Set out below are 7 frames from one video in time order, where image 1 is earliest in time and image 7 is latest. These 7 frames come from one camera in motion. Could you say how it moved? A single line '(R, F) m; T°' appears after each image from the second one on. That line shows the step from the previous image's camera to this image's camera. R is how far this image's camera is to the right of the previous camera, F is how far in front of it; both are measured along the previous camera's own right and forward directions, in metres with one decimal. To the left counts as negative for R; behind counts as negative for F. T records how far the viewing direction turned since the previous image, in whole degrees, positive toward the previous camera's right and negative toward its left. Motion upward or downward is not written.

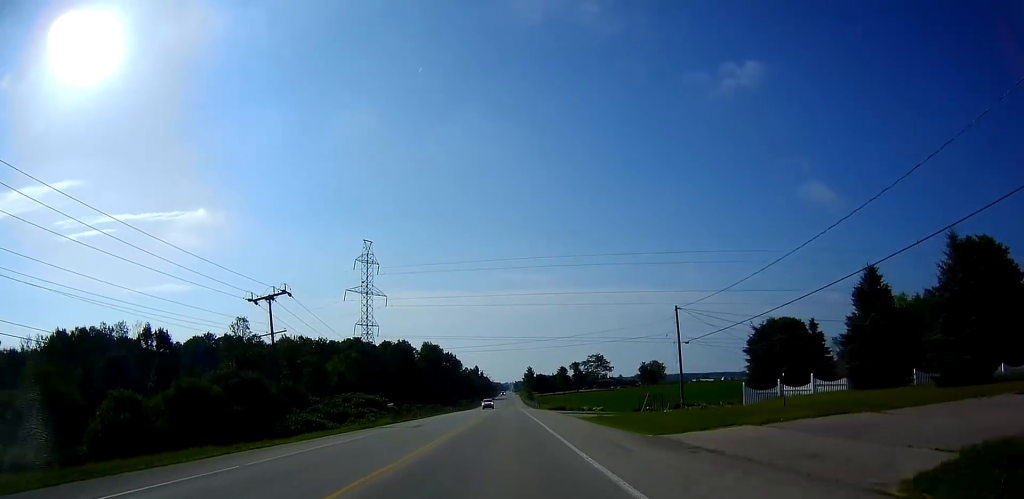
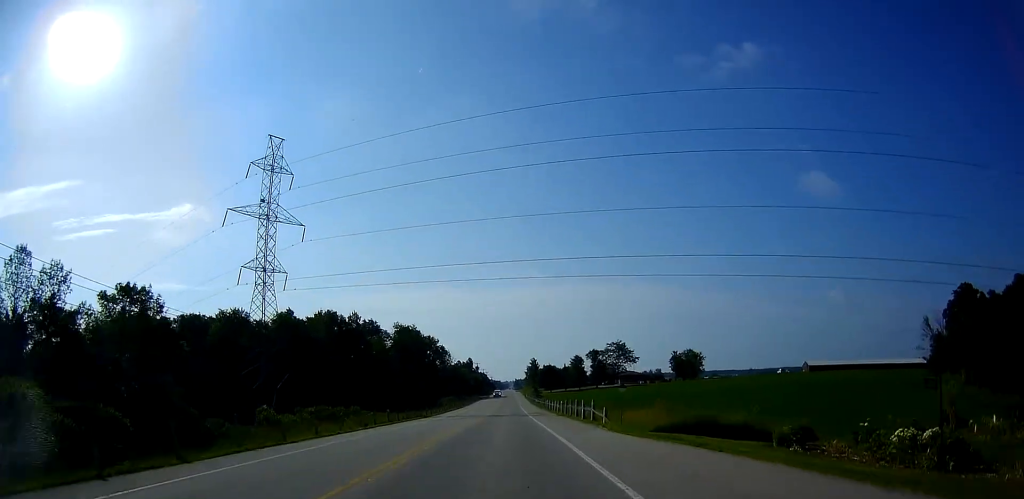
(-0.7, +57.7) m; -1°
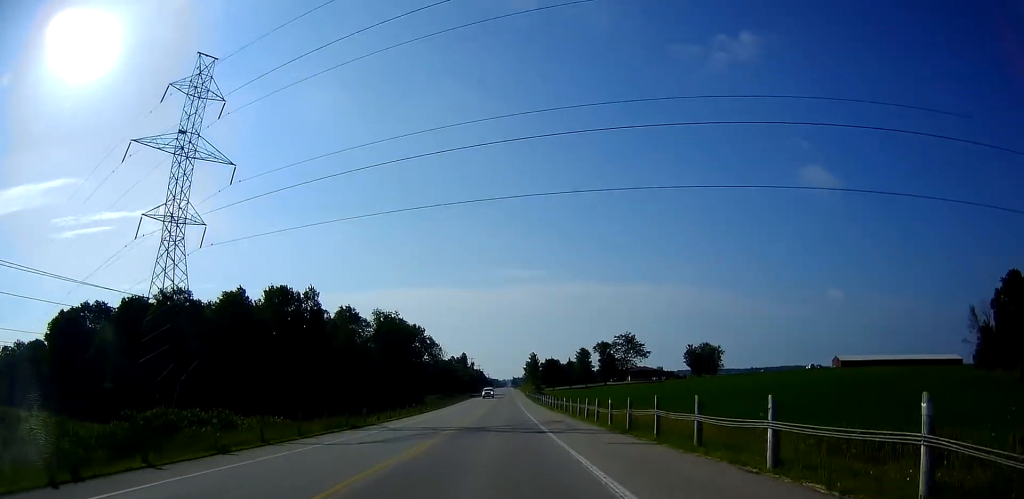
(+0.4, +23.3) m; 0°
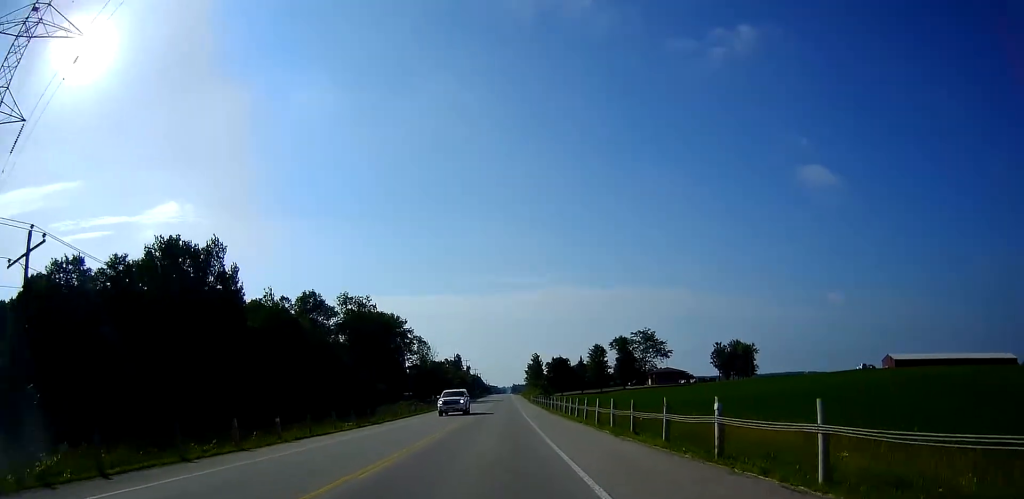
(-0.1, +30.3) m; +1°
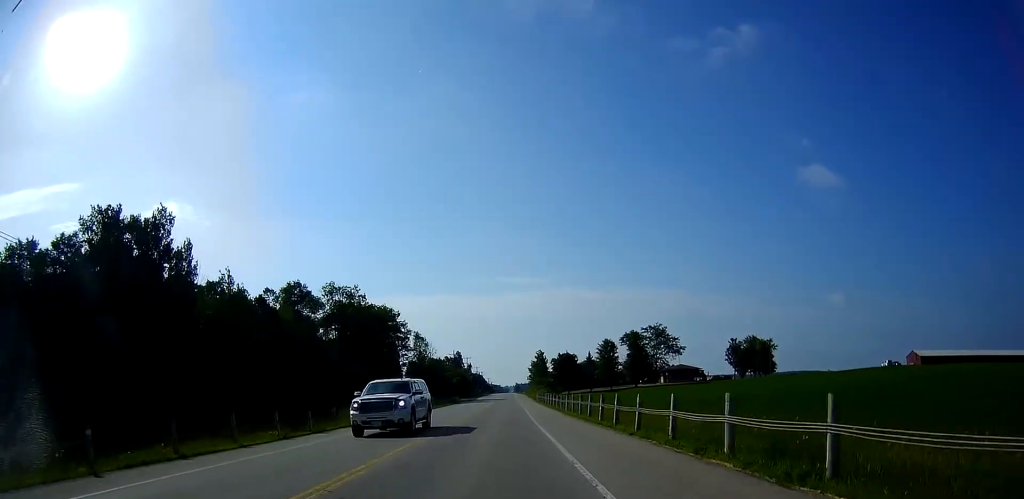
(+0.2, +11.1) m; 0°
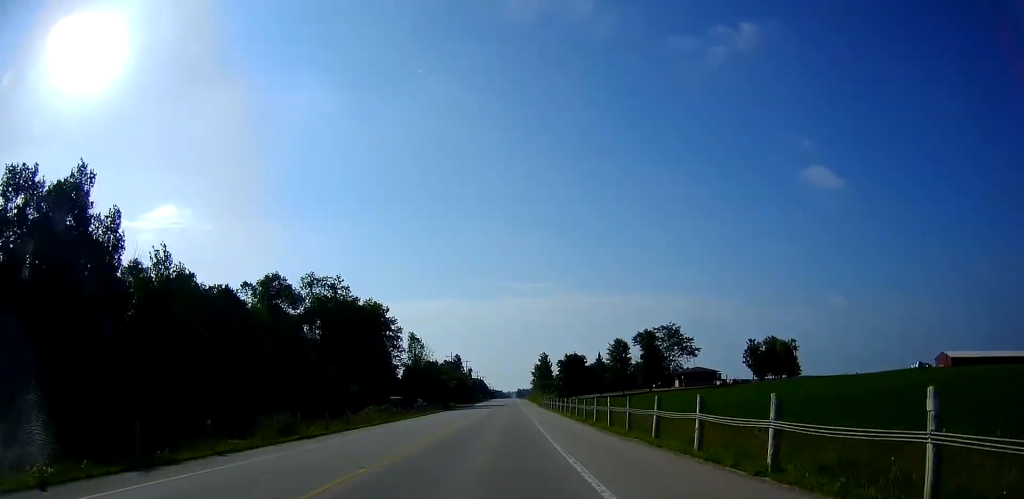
(-0.2, +12.5) m; 0°
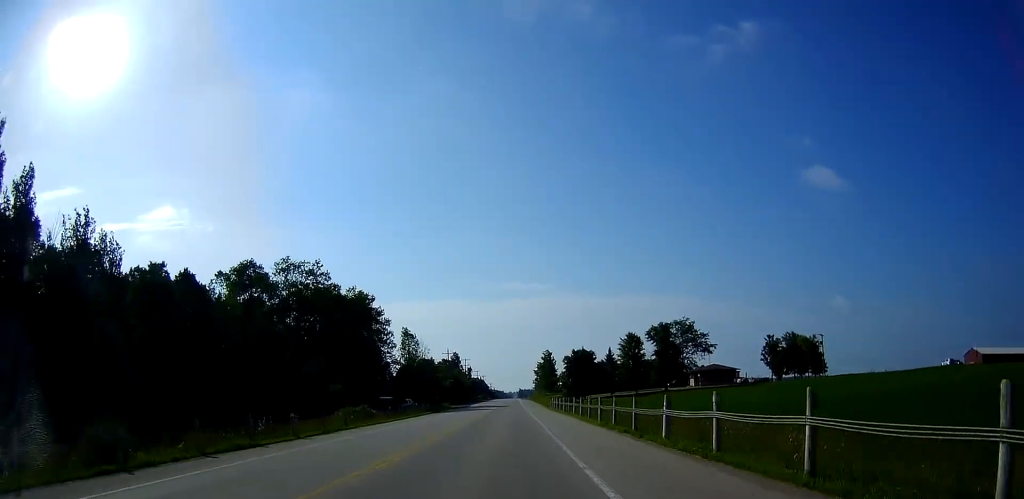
(0.0, +11.8) m; 0°
